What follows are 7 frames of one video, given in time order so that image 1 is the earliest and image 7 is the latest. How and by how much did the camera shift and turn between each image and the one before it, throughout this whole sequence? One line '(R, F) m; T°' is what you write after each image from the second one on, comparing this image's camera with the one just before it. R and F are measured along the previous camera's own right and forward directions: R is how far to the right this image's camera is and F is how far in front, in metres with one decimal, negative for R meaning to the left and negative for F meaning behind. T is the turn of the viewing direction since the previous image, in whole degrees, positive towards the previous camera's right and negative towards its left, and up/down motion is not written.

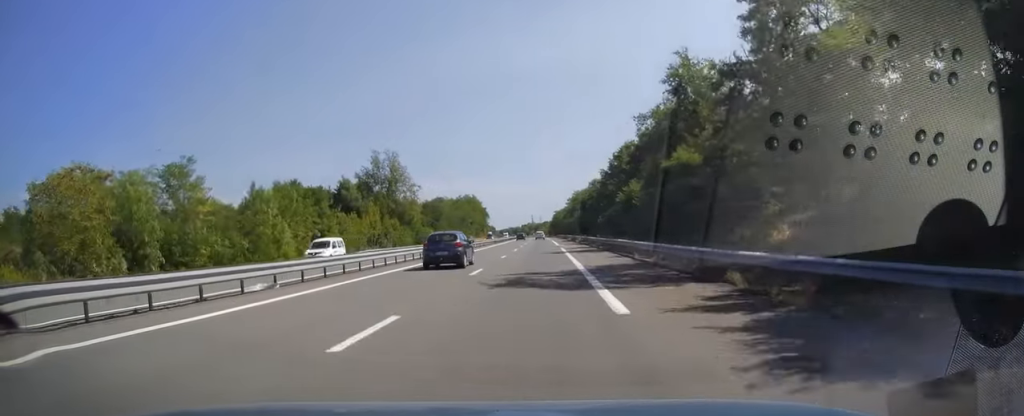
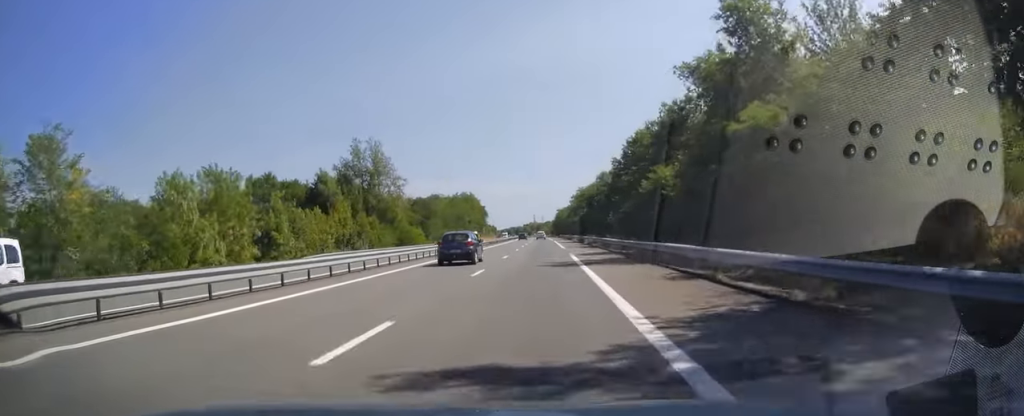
(0.0, +13.9) m; 0°
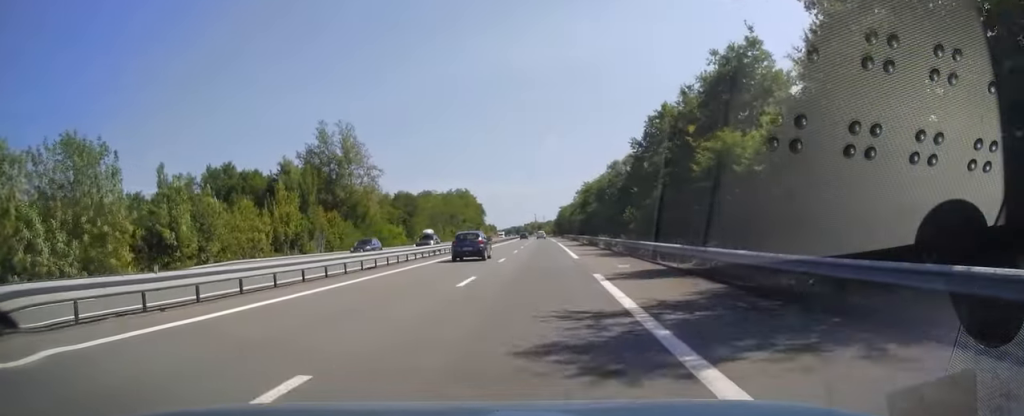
(-0.1, +16.9) m; 0°
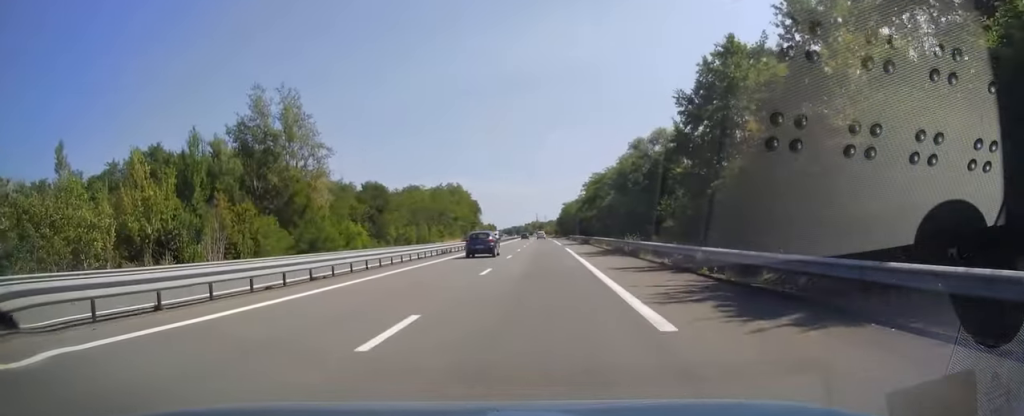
(-0.1, +21.9) m; 0°
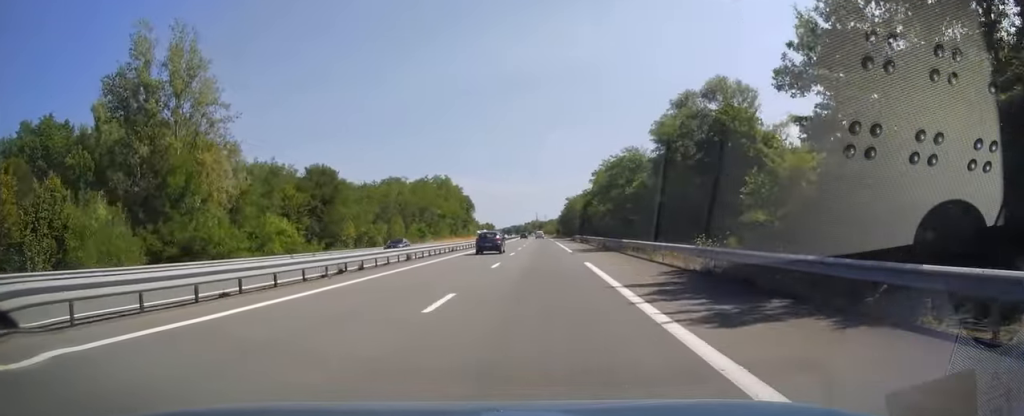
(-0.1, +22.9) m; 0°
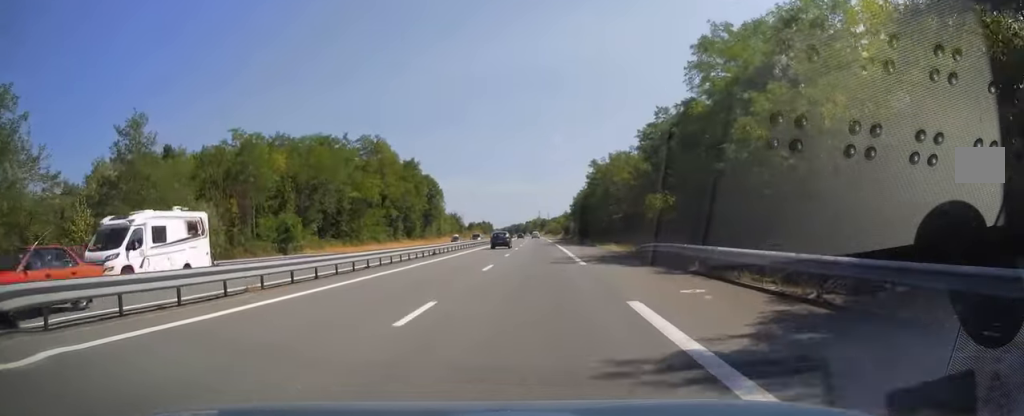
(+0.2, +67.9) m; 0°
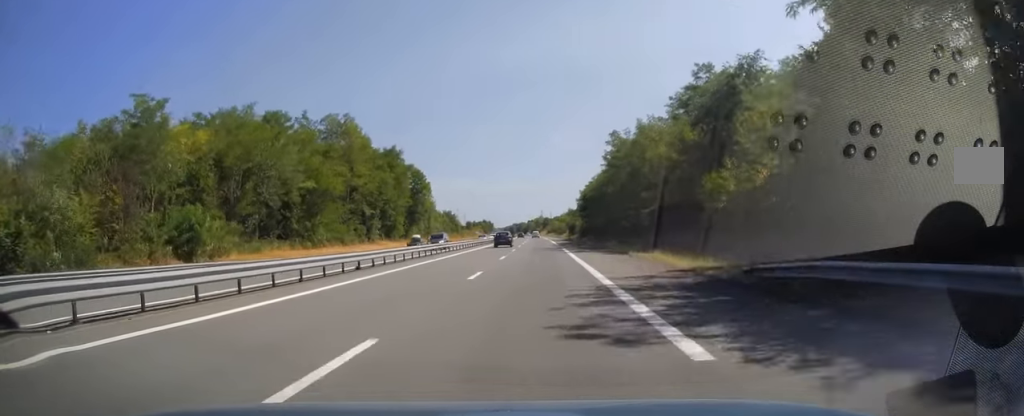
(+0.1, +17.9) m; 0°
